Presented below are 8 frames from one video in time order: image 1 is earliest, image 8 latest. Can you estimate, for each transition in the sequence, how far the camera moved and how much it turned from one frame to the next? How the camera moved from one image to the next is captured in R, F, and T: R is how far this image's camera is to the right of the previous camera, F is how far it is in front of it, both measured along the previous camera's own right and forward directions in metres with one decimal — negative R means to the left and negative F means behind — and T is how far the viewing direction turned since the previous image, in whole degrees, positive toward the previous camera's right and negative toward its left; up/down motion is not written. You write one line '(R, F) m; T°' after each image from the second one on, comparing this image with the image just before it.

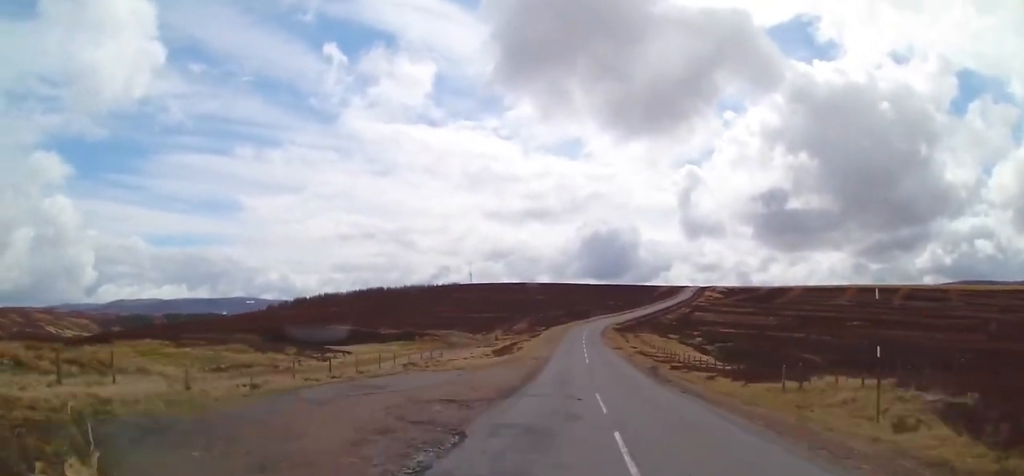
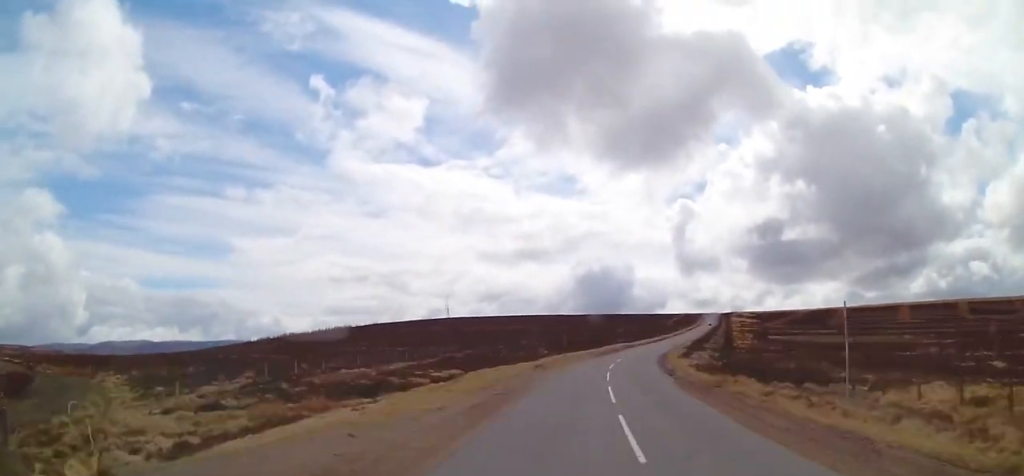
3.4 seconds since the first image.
(+2.0, +78.3) m; +5°
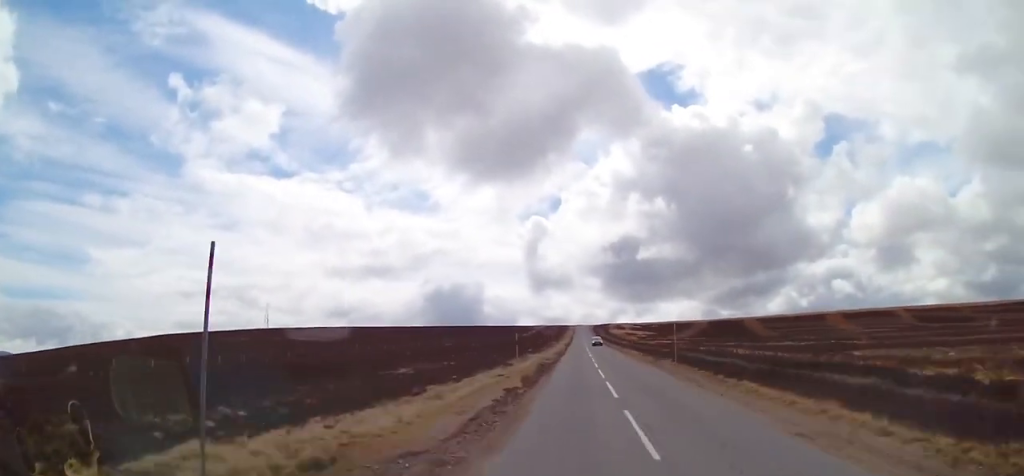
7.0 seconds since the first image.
(+5.4, +76.0) m; +7°
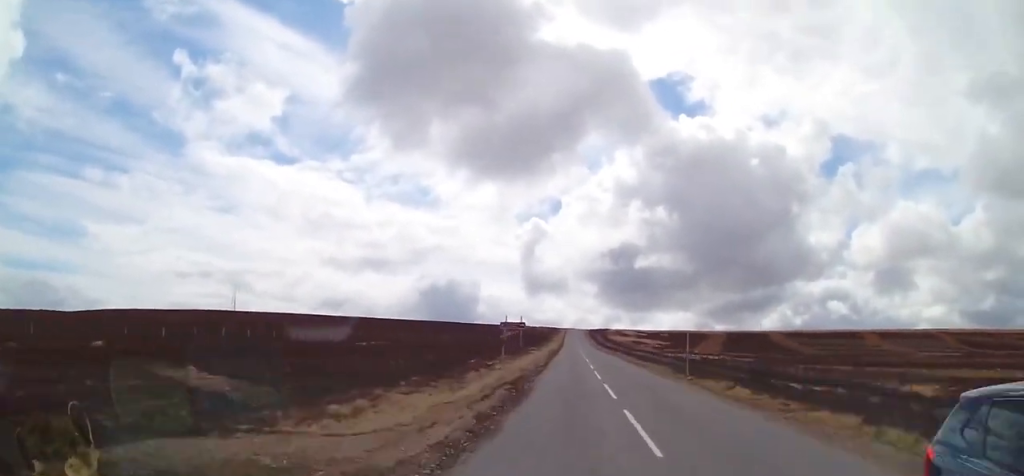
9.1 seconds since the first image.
(+1.4, +42.4) m; +2°
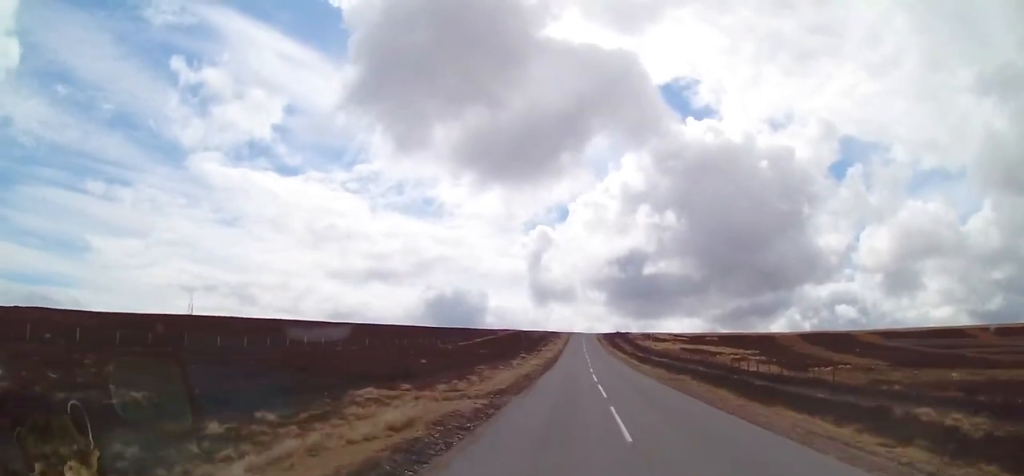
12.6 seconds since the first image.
(+0.6, +66.0) m; 0°
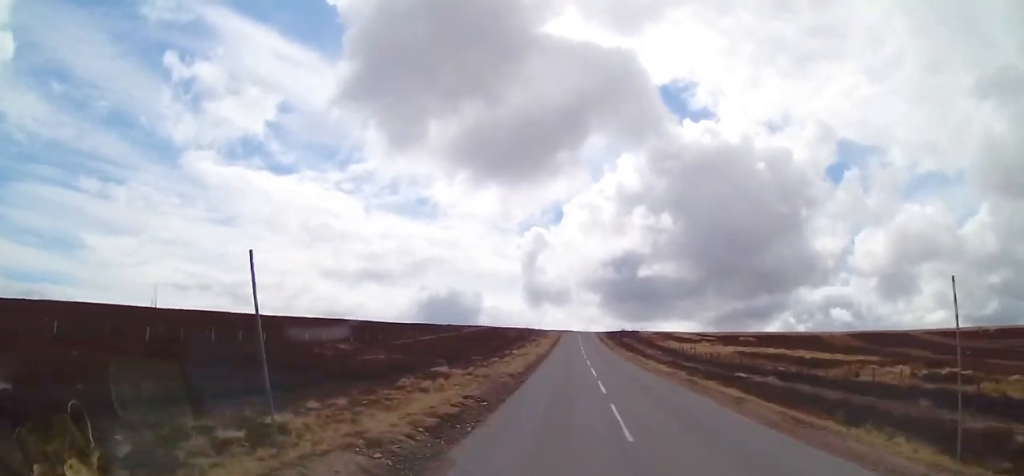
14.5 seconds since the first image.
(-0.2, +33.5) m; 0°
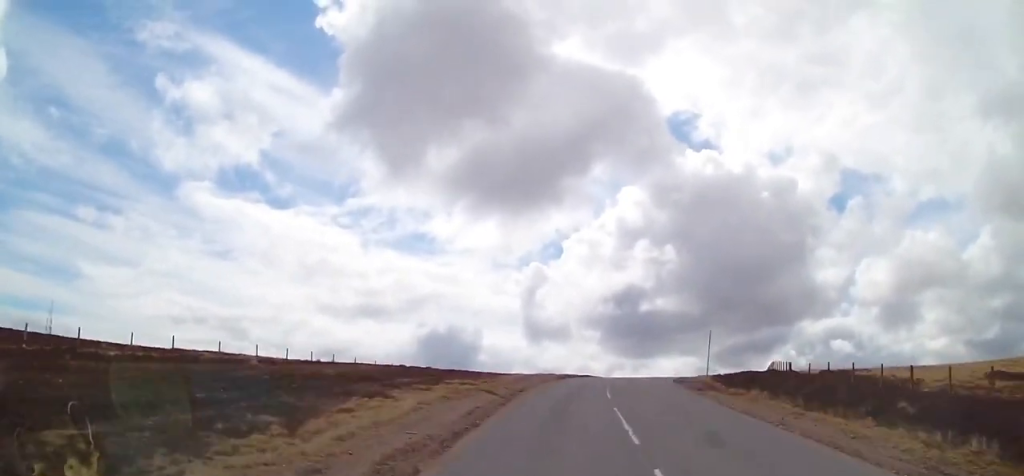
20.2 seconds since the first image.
(+1.0, +88.8) m; +7°
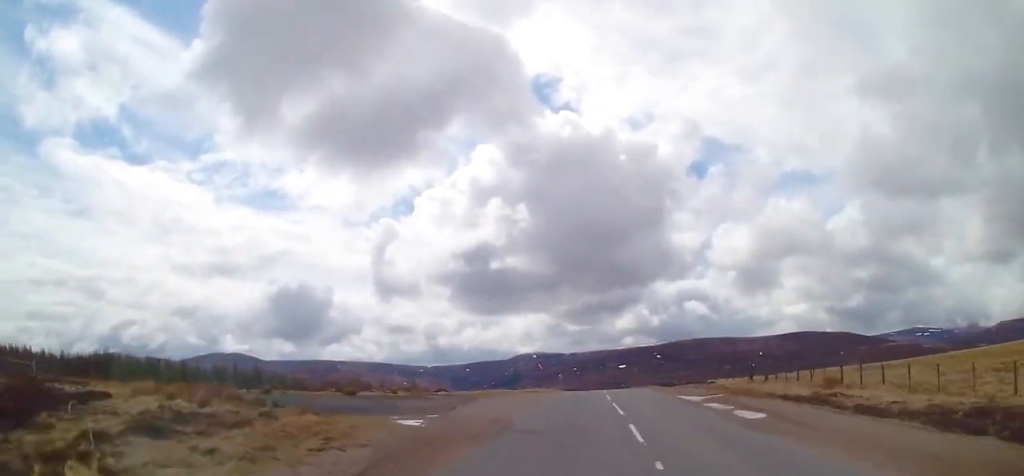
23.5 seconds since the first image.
(+5.3, +45.2) m; +9°
